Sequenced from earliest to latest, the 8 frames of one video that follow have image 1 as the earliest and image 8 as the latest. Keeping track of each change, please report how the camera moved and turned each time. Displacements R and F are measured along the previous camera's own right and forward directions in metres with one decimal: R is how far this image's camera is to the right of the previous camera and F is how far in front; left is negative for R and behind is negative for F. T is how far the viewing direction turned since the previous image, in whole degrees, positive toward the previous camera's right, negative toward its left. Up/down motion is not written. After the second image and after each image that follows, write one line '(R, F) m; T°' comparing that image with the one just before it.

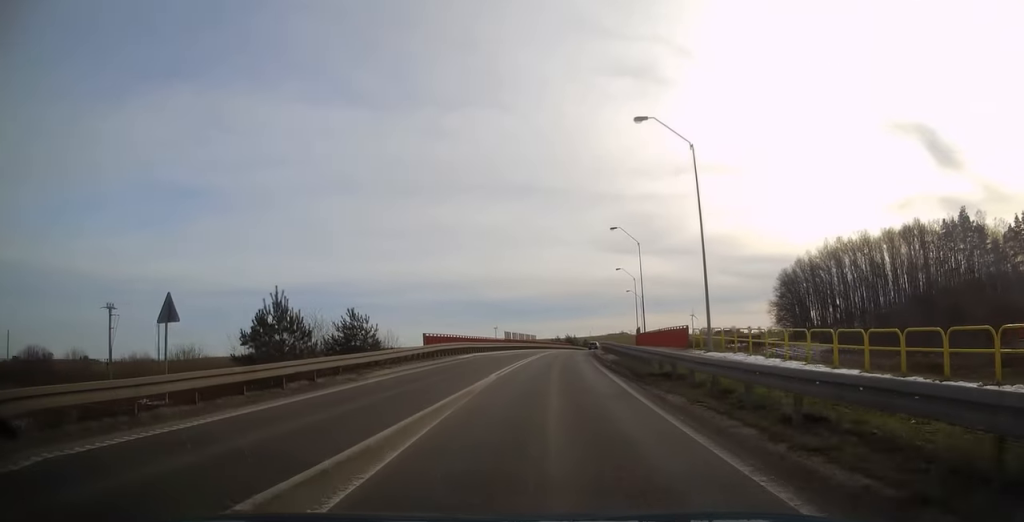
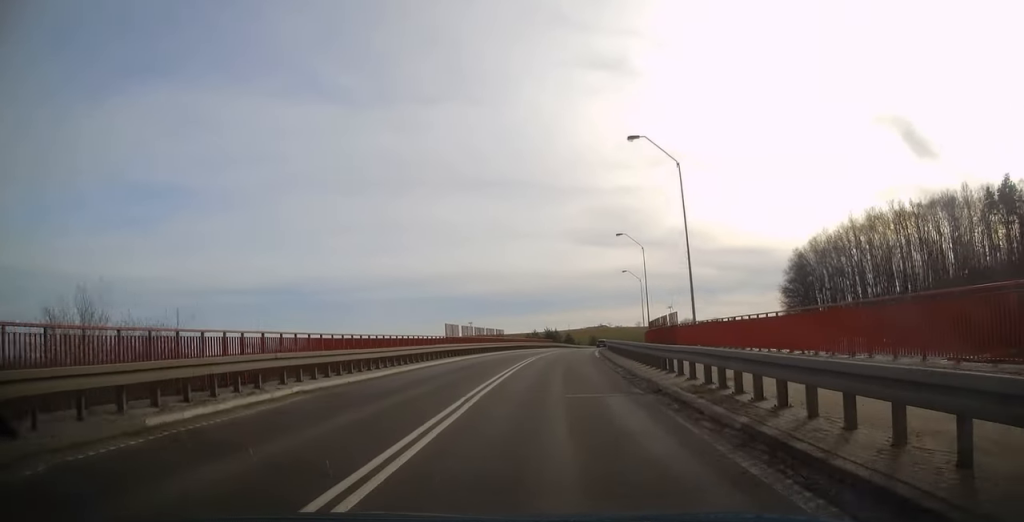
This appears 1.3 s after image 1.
(+0.5, +27.8) m; +2°
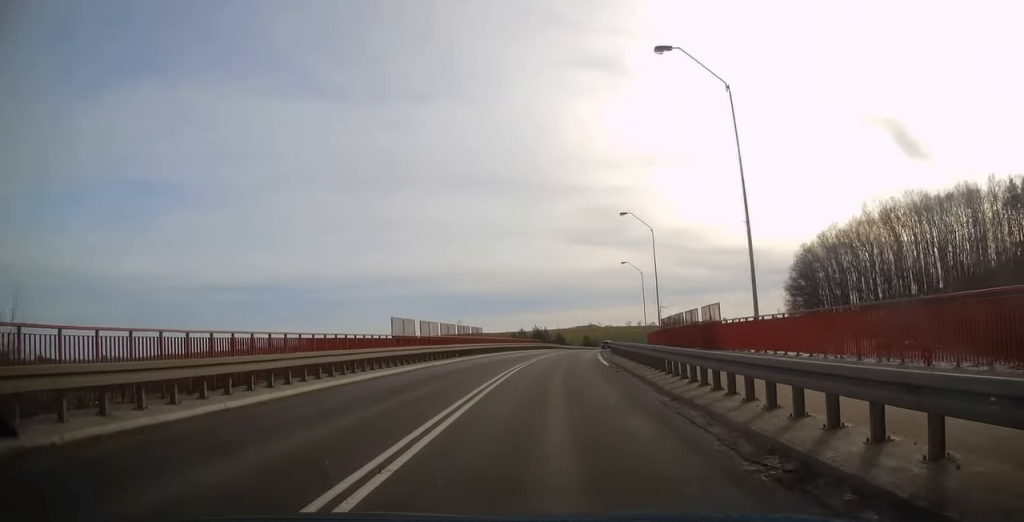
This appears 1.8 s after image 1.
(0.0, +11.6) m; +1°
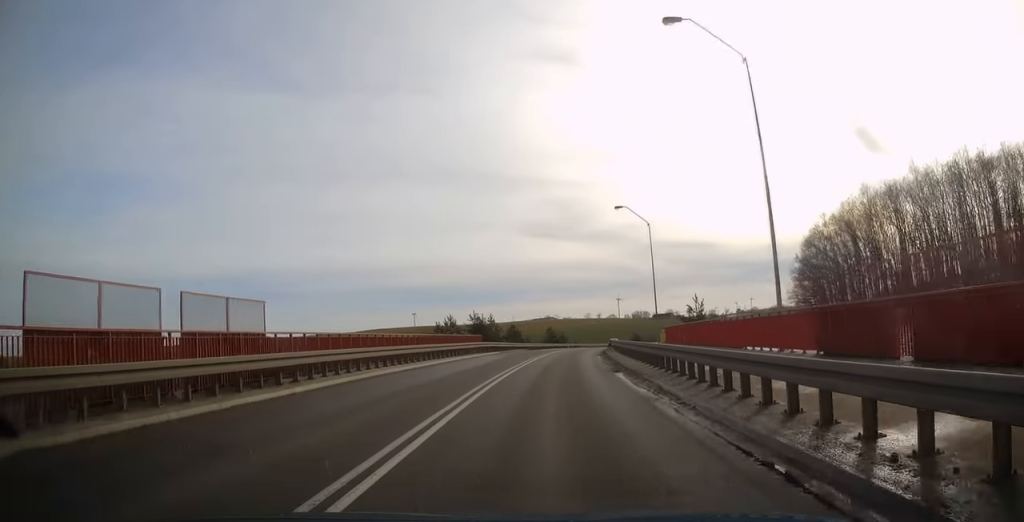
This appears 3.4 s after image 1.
(+0.9, +34.9) m; +3°
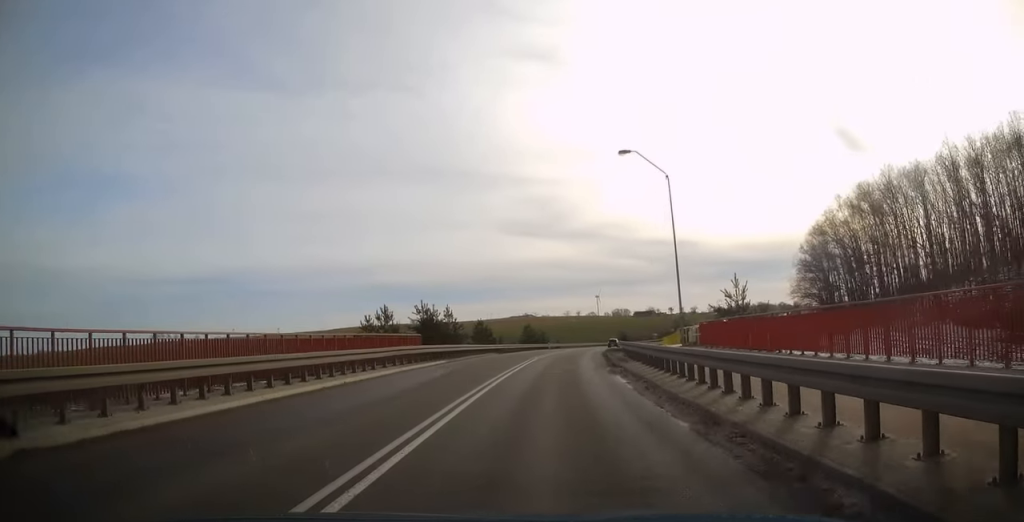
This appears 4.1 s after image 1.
(+0.1, +16.1) m; +2°
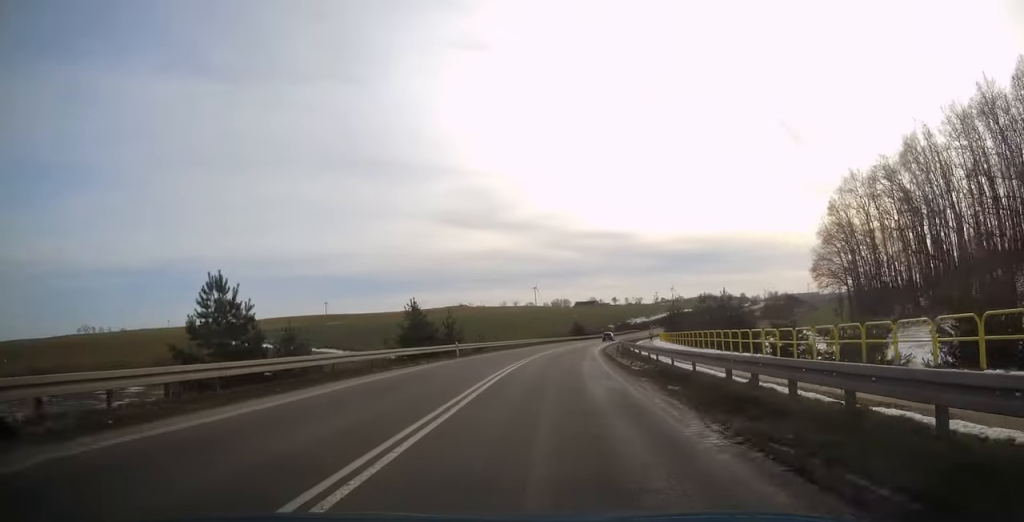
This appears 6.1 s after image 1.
(+2.1, +43.4) m; +5°
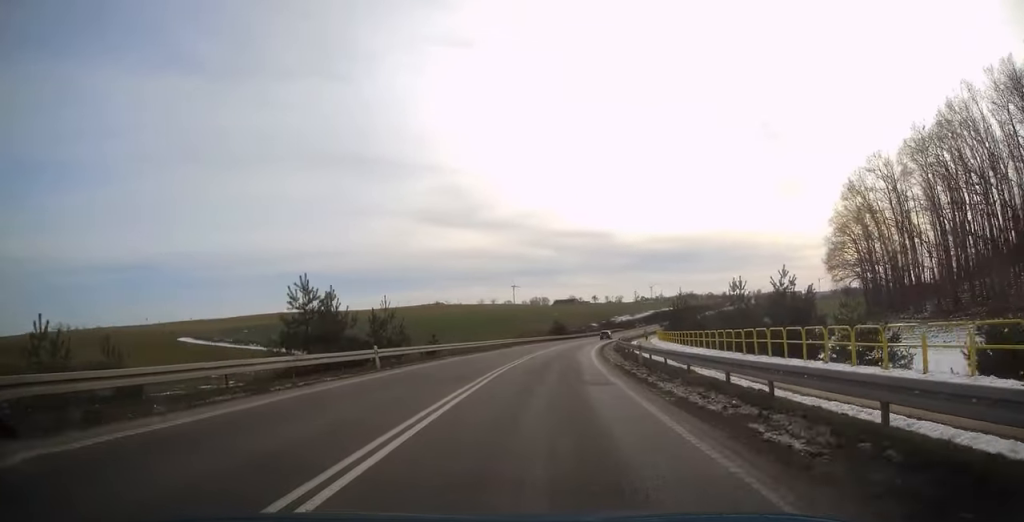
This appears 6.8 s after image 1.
(+0.1, +14.4) m; +2°
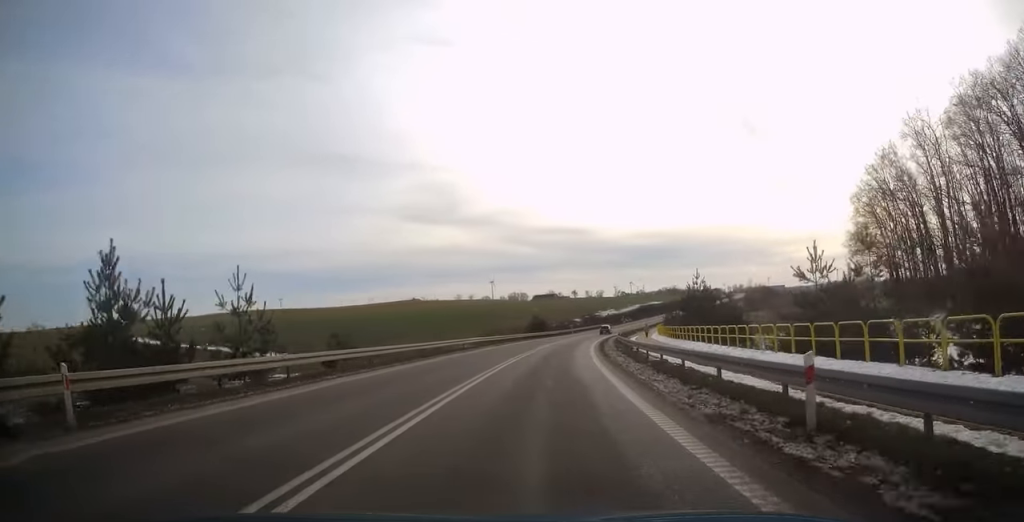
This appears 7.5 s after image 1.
(+0.5, +16.0) m; +3°
